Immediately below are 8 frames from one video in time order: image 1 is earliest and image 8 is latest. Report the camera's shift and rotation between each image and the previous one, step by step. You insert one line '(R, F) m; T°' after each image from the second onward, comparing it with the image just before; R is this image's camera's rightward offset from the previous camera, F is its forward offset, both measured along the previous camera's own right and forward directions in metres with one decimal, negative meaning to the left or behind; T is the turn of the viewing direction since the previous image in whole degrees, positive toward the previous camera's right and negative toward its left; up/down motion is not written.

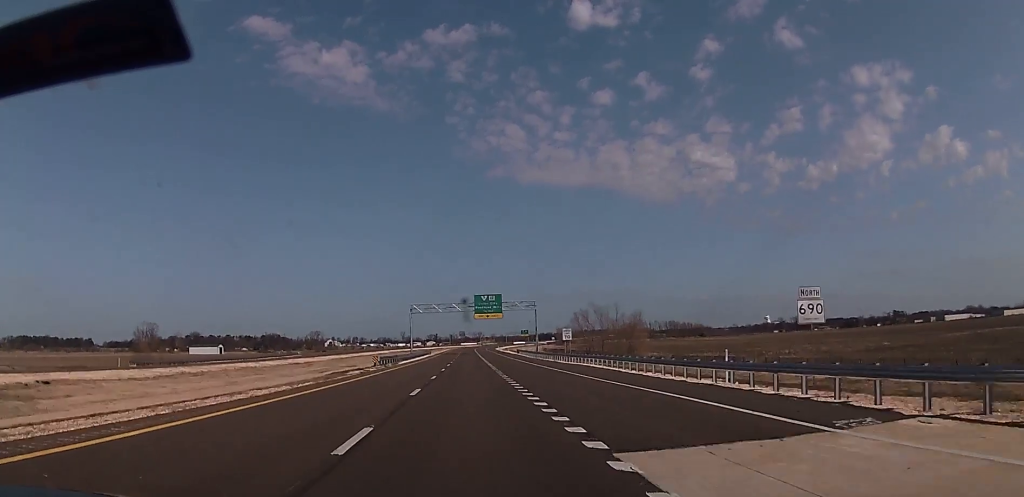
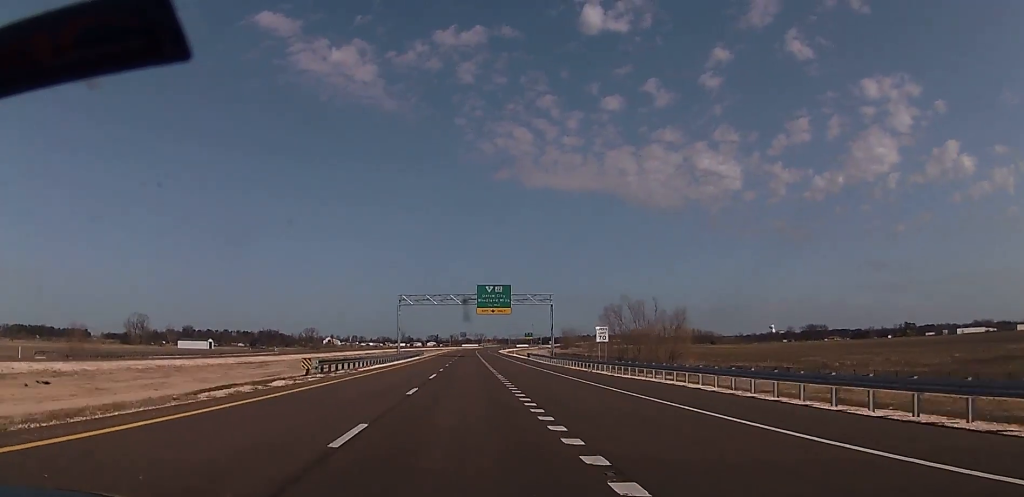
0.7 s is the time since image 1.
(0.0, +23.9) m; 0°
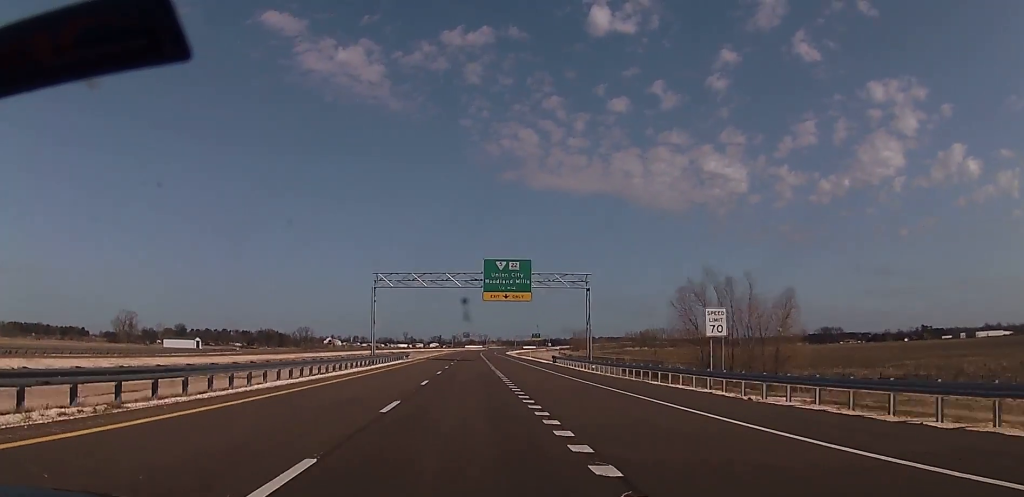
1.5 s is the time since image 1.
(-0.2, +31.0) m; +1°
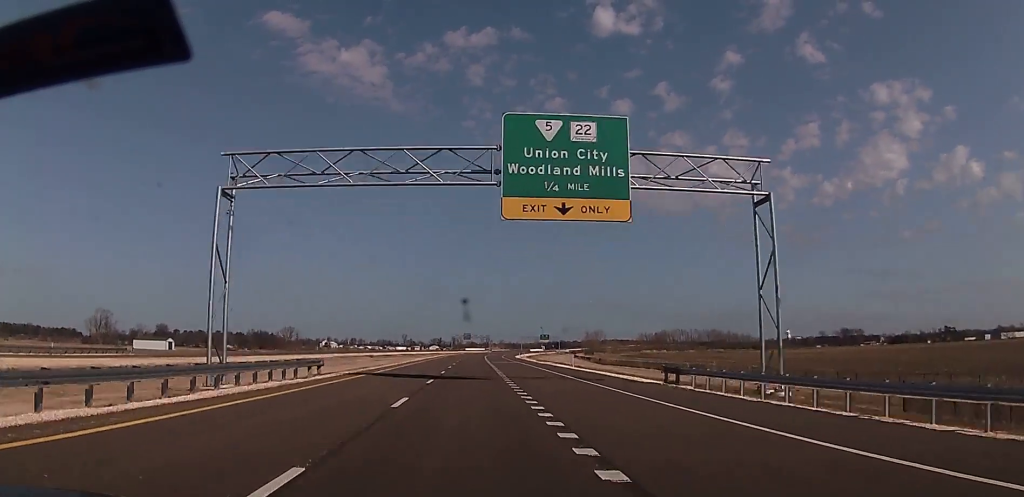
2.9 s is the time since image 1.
(+0.6, +47.5) m; 0°
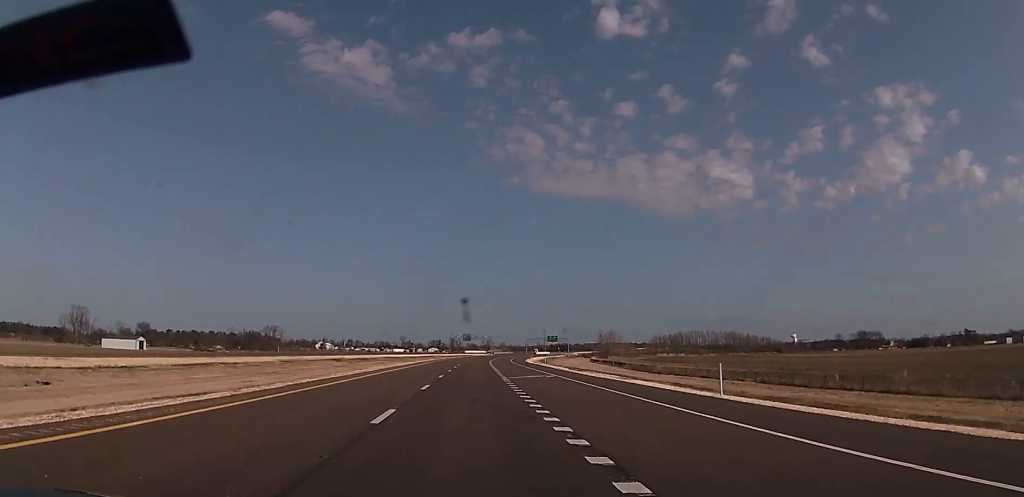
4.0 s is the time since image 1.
(-0.3, +40.4) m; -1°
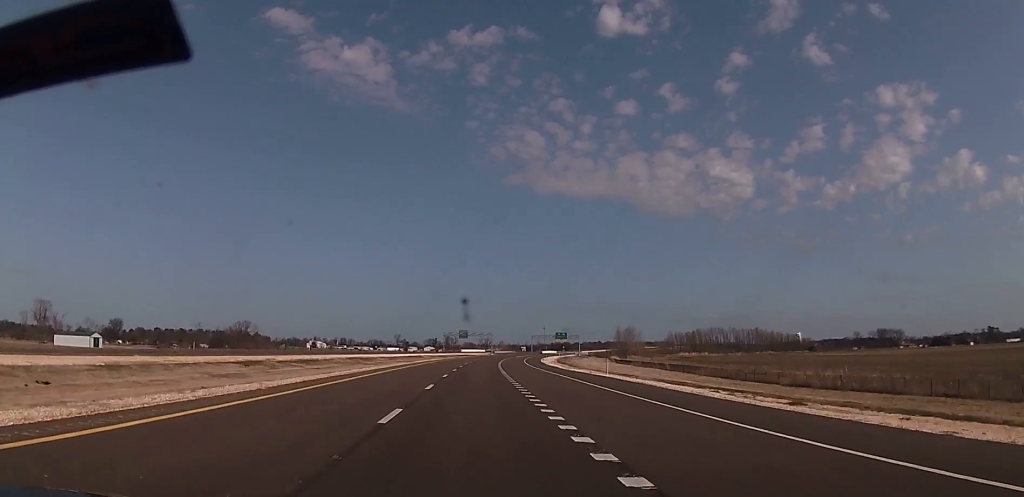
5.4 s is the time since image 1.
(-0.5, +48.6) m; -1°
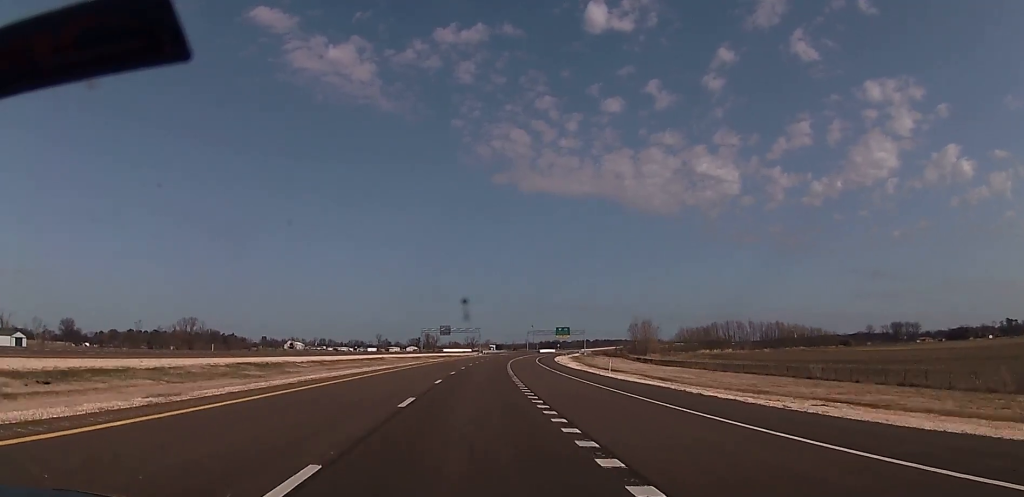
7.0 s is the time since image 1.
(+1.0, +56.7) m; +2°
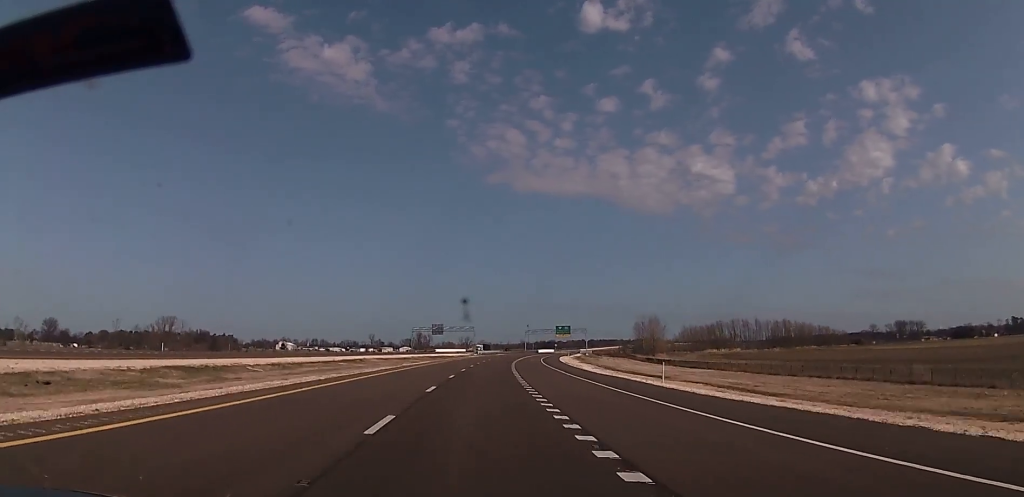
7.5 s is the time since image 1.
(+0.2, +17.8) m; +1°
